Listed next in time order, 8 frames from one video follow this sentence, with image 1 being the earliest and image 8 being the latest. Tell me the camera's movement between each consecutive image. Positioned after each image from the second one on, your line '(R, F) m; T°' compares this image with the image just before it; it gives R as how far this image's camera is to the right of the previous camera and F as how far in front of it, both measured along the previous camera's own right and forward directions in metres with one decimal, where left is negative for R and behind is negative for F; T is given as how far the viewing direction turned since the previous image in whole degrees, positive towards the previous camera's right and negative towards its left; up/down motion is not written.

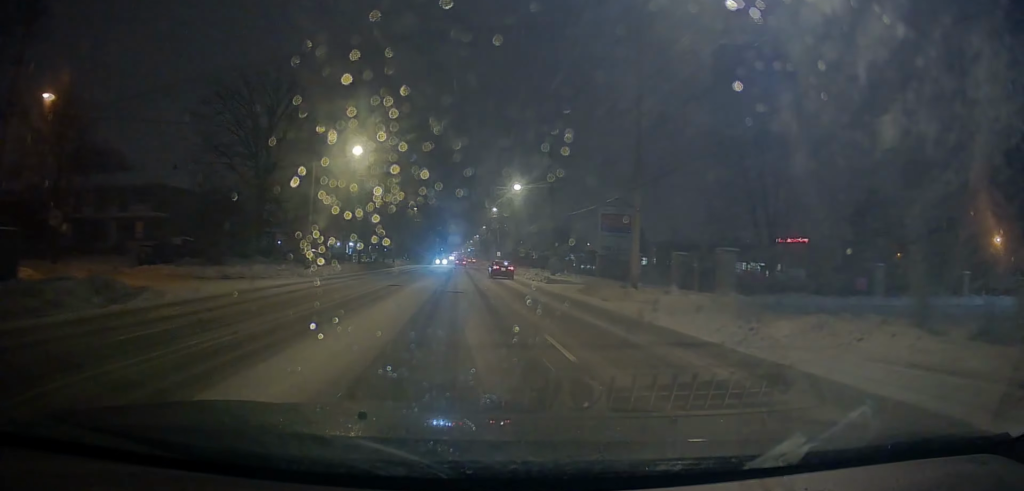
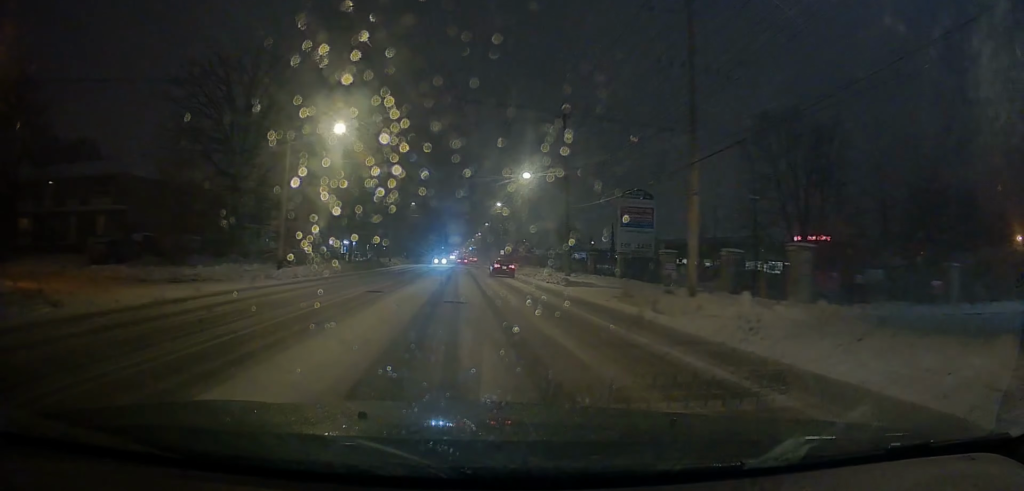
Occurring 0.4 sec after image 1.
(0.0, +6.6) m; 0°
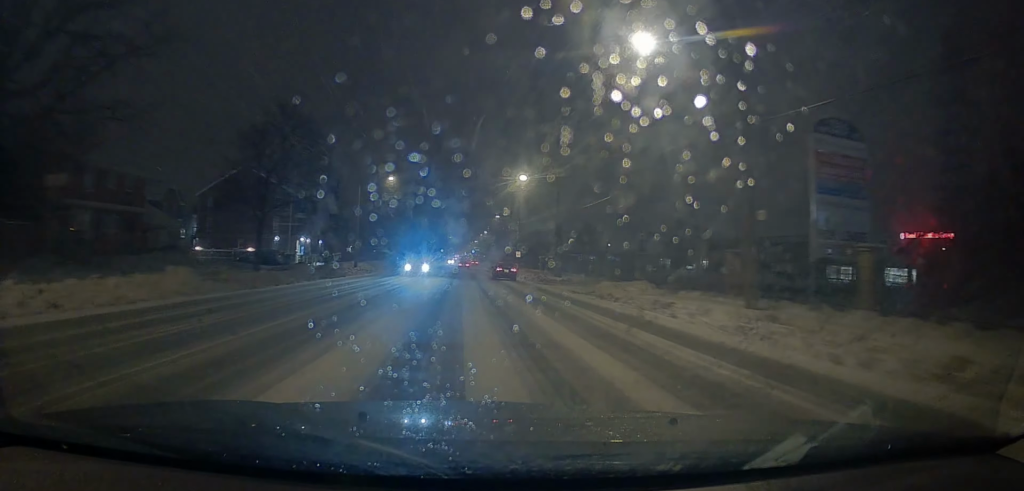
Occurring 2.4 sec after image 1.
(-0.3, +27.0) m; -1°
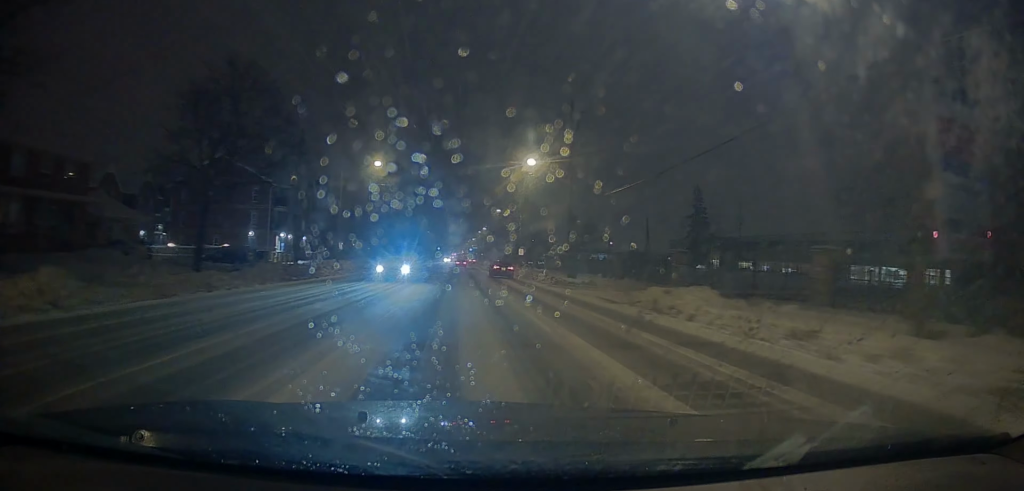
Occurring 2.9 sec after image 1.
(0.0, +6.7) m; 0°
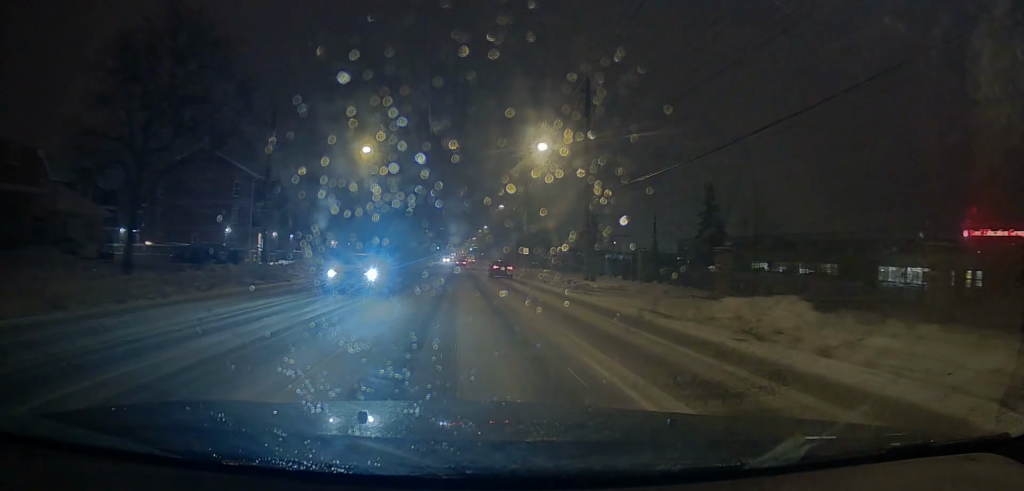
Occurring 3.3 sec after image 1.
(0.0, +5.4) m; +1°
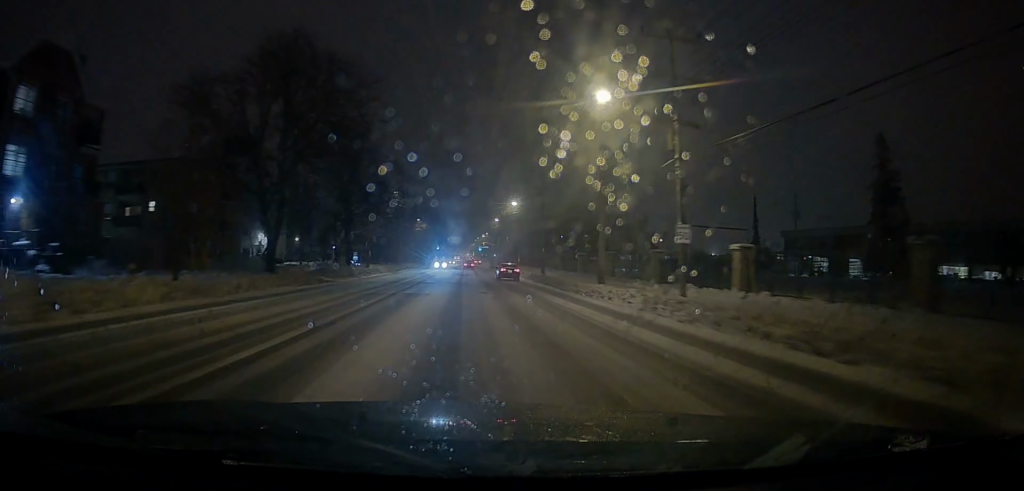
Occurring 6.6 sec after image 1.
(-0.1, +52.6) m; -1°
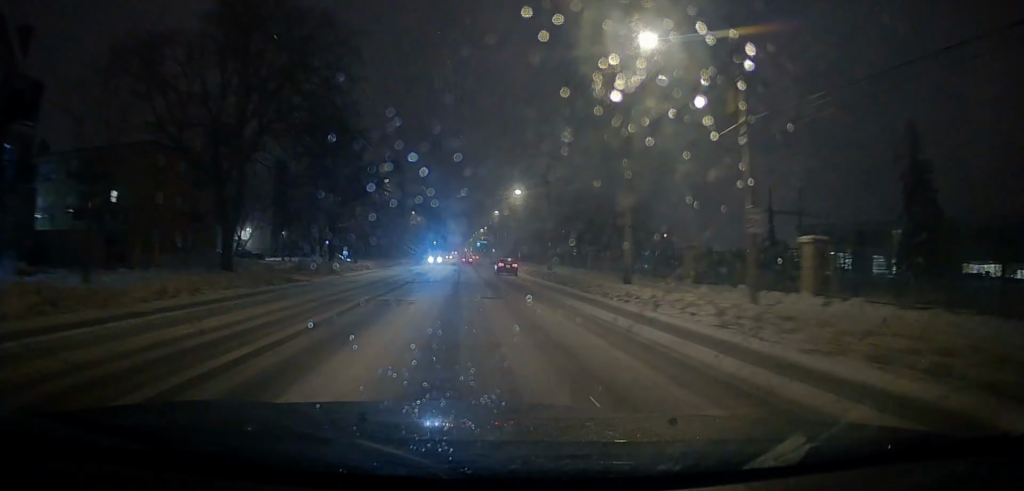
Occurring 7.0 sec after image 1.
(+0.1, +6.1) m; +1°
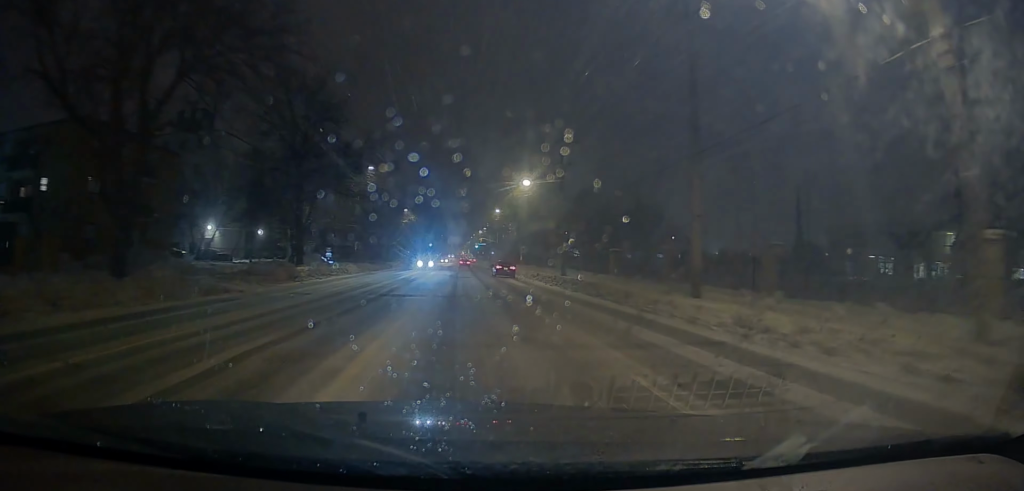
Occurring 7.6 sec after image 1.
(+0.1, +9.1) m; +1°
